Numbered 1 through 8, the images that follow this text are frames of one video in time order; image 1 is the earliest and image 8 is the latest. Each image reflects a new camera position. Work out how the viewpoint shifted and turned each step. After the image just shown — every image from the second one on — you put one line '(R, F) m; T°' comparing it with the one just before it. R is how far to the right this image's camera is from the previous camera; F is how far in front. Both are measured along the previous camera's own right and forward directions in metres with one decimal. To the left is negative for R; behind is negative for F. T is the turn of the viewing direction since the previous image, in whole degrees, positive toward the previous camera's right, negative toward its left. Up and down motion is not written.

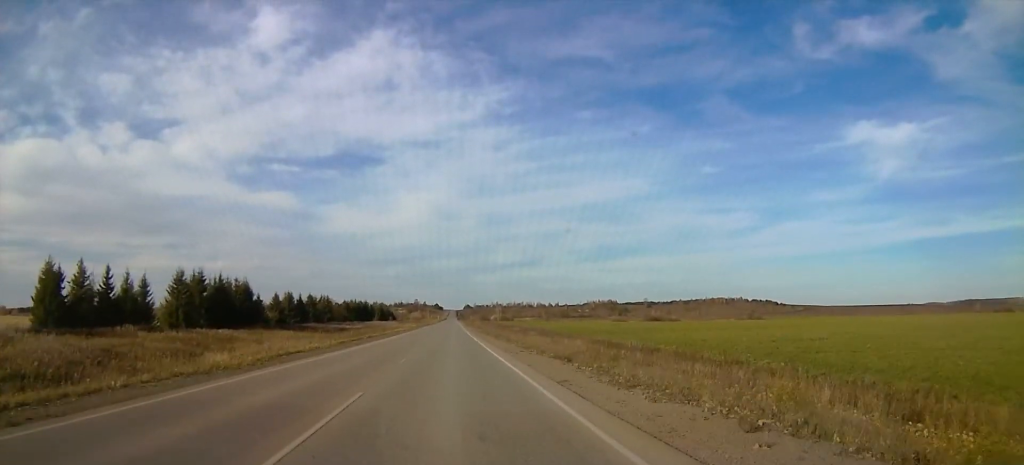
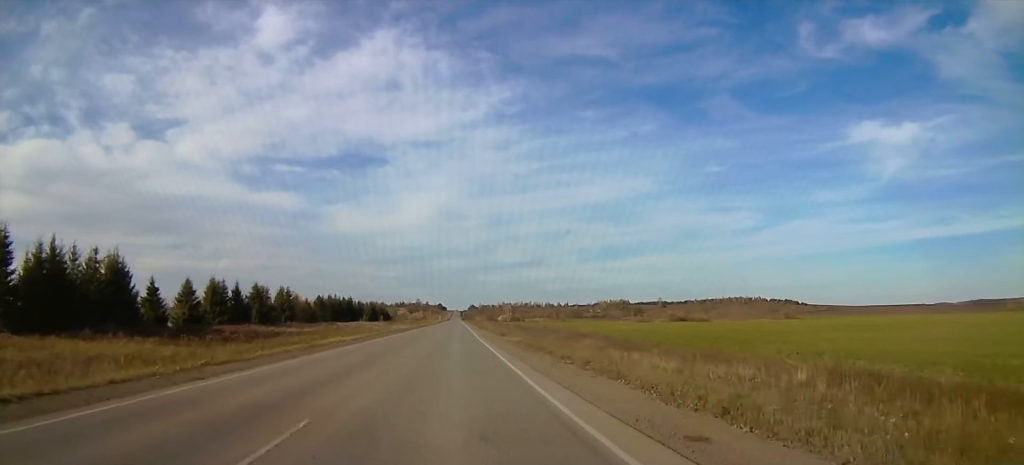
(0.0, +51.4) m; 0°
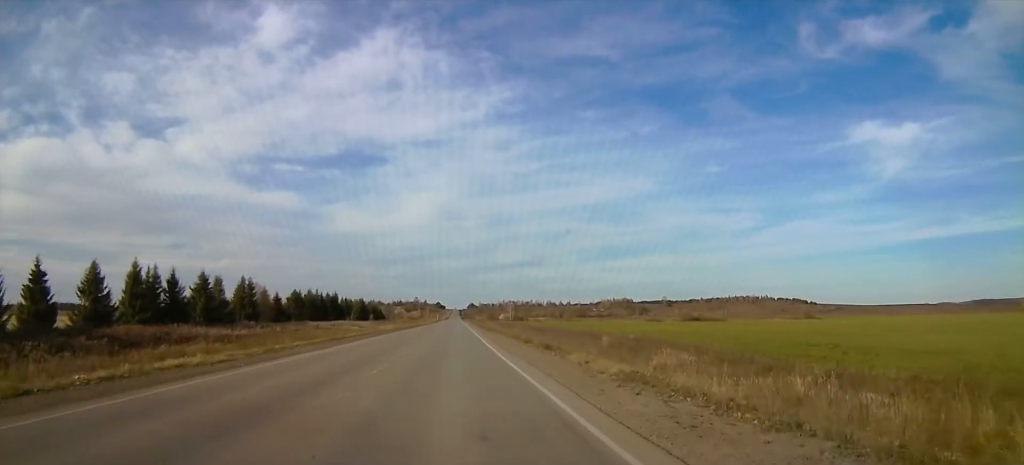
(+0.1, +27.6) m; 0°
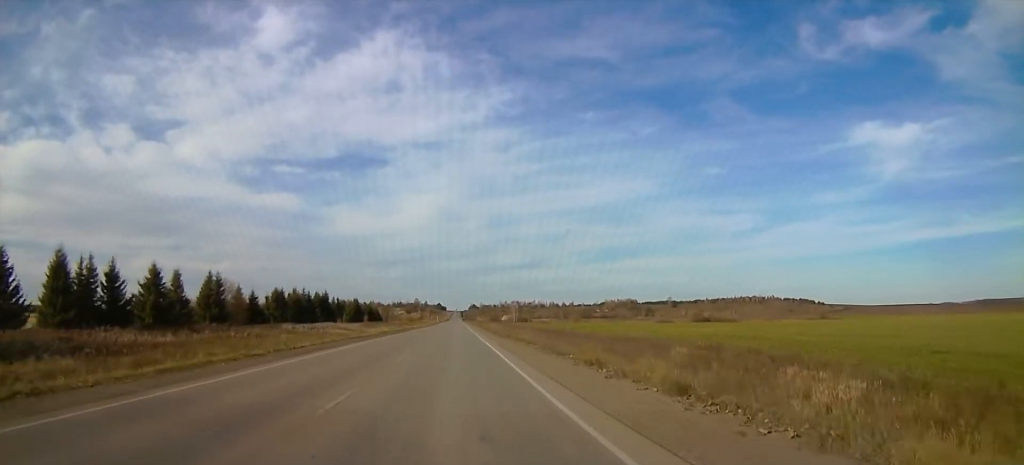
(0.0, +18.1) m; 0°
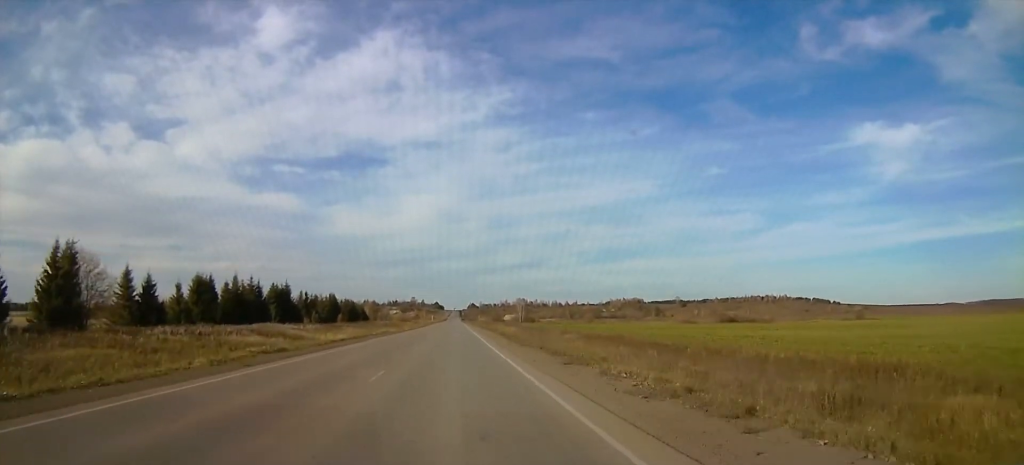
(-0.2, +44.3) m; -1°
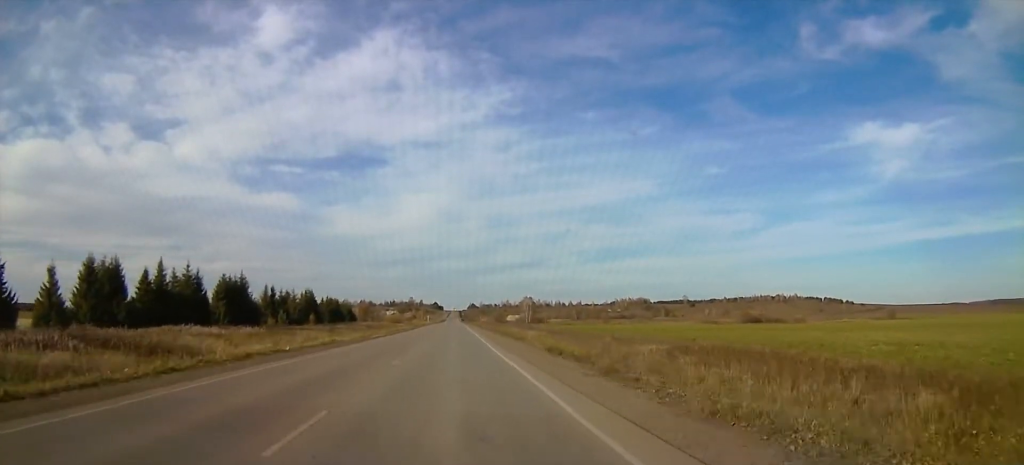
(-0.5, +32.5) m; -1°
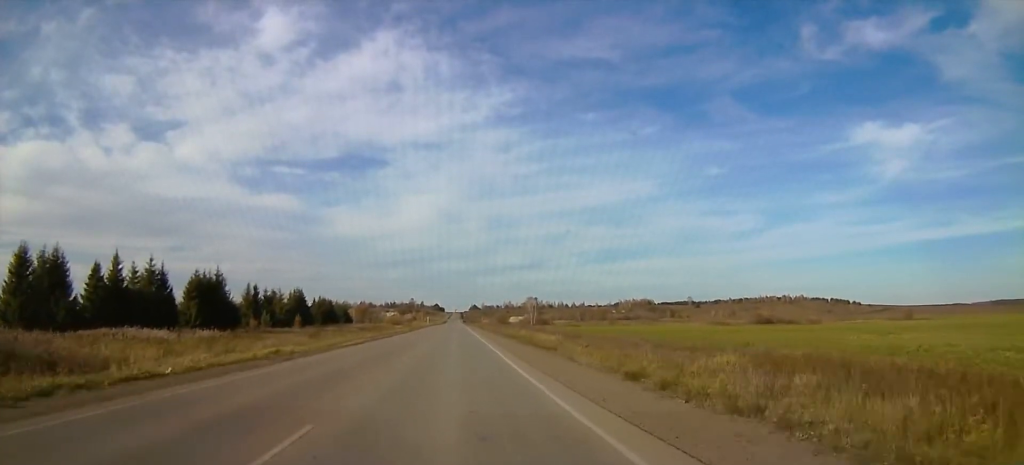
(-0.3, +13.6) m; 0°
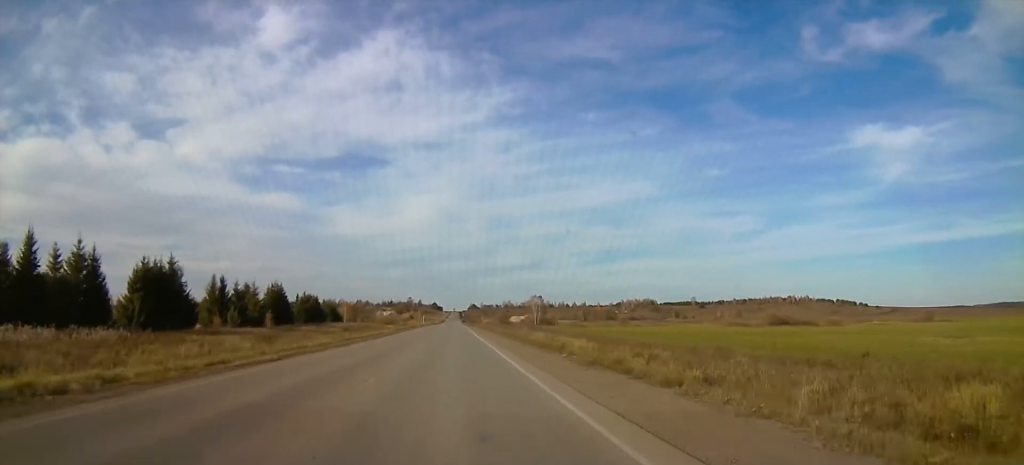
(+0.4, +18.7) m; +1°
